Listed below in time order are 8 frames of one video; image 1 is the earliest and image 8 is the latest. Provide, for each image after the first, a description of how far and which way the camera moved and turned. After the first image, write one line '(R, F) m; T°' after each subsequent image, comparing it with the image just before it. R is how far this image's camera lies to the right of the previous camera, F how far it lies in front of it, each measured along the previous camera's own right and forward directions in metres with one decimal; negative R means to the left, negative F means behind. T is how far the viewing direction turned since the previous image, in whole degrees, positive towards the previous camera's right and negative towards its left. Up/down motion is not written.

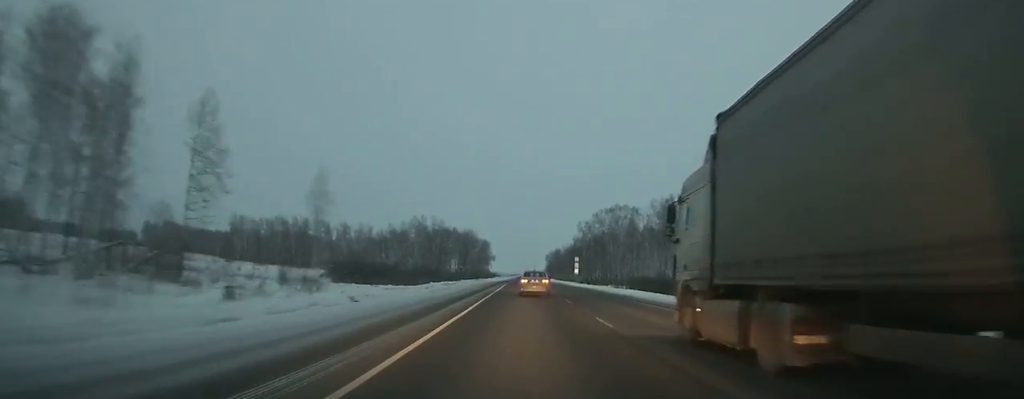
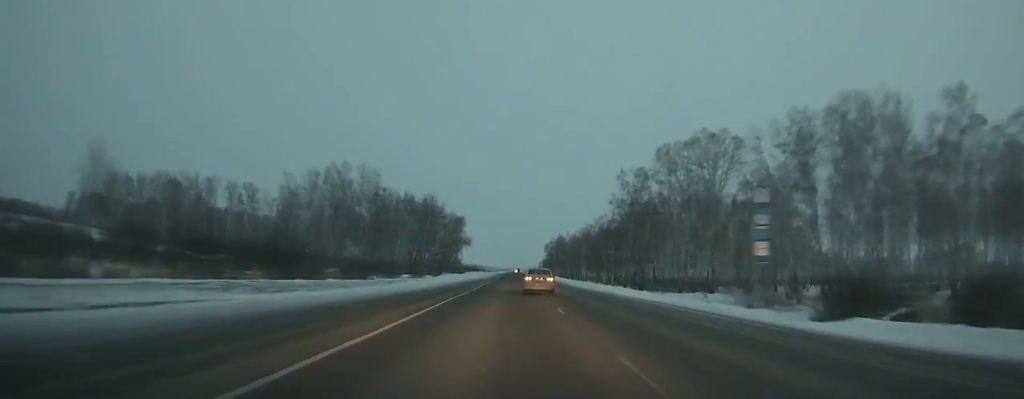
(+0.6, +91.0) m; +1°
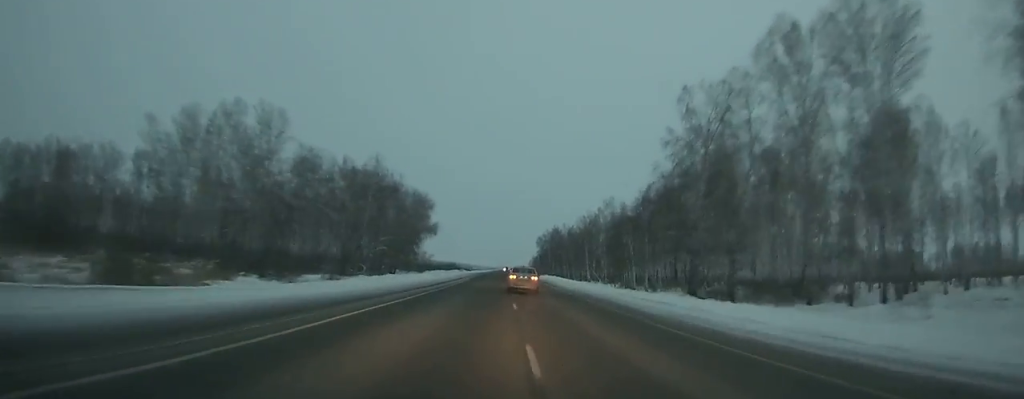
(+0.2, +45.5) m; 0°
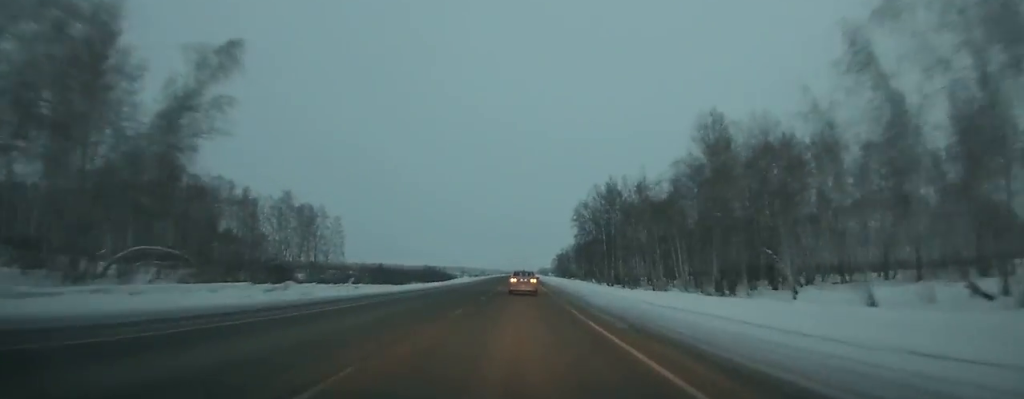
(-0.9, +121.5) m; -1°
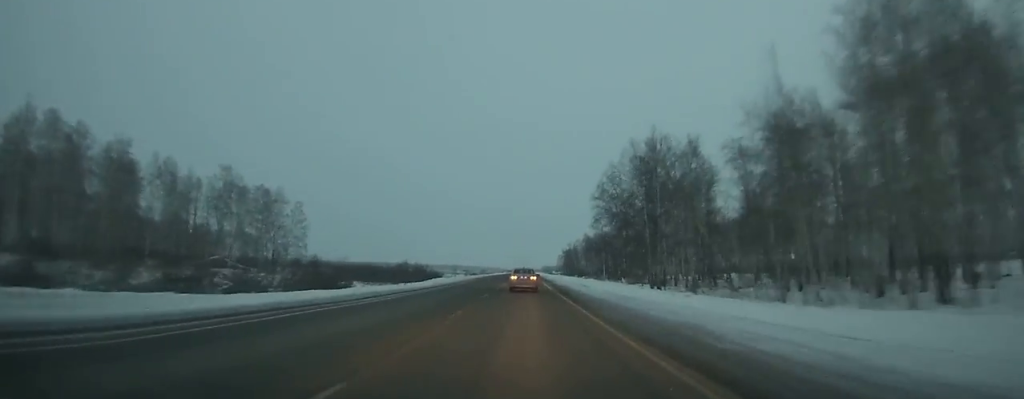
(-0.1, +36.6) m; 0°
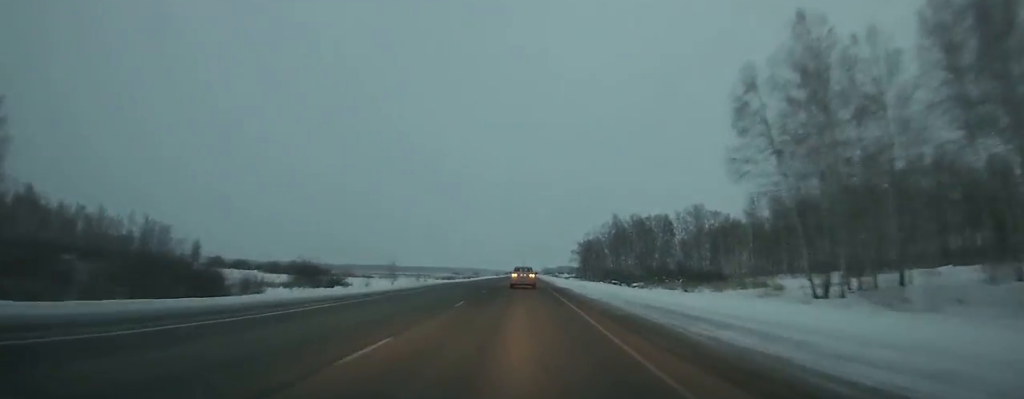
(+0.1, +103.8) m; 0°
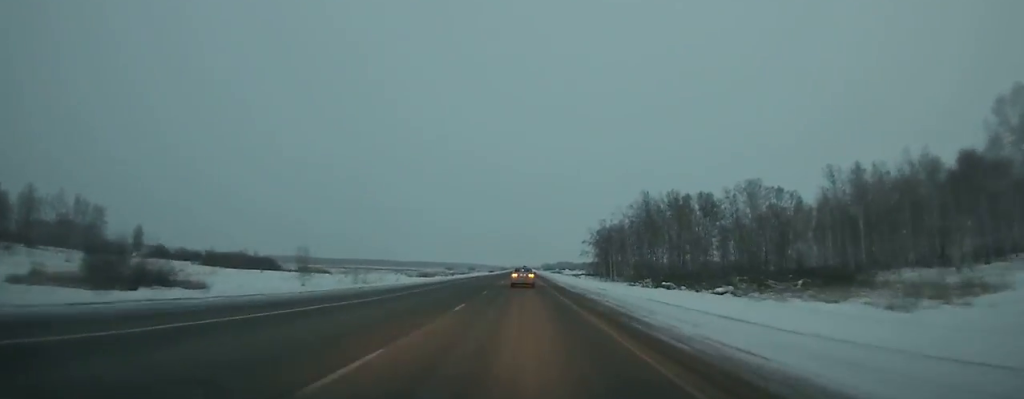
(-0.1, +48.8) m; 0°
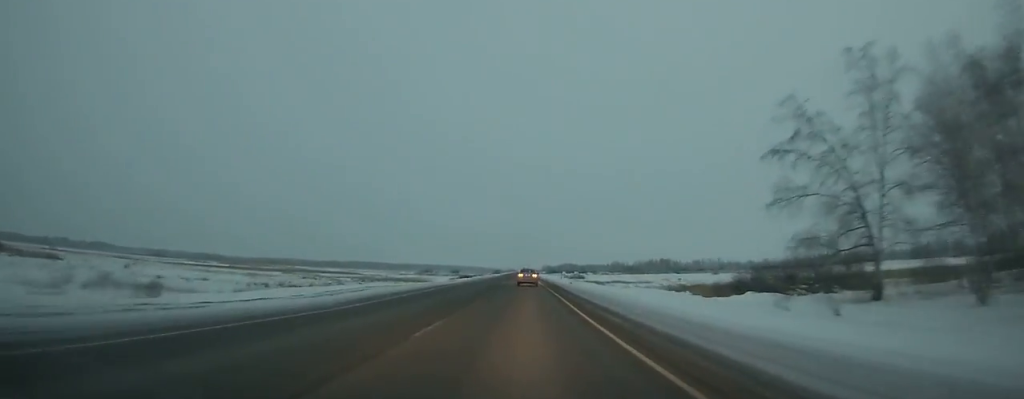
(-0.3, +150.2) m; 0°
